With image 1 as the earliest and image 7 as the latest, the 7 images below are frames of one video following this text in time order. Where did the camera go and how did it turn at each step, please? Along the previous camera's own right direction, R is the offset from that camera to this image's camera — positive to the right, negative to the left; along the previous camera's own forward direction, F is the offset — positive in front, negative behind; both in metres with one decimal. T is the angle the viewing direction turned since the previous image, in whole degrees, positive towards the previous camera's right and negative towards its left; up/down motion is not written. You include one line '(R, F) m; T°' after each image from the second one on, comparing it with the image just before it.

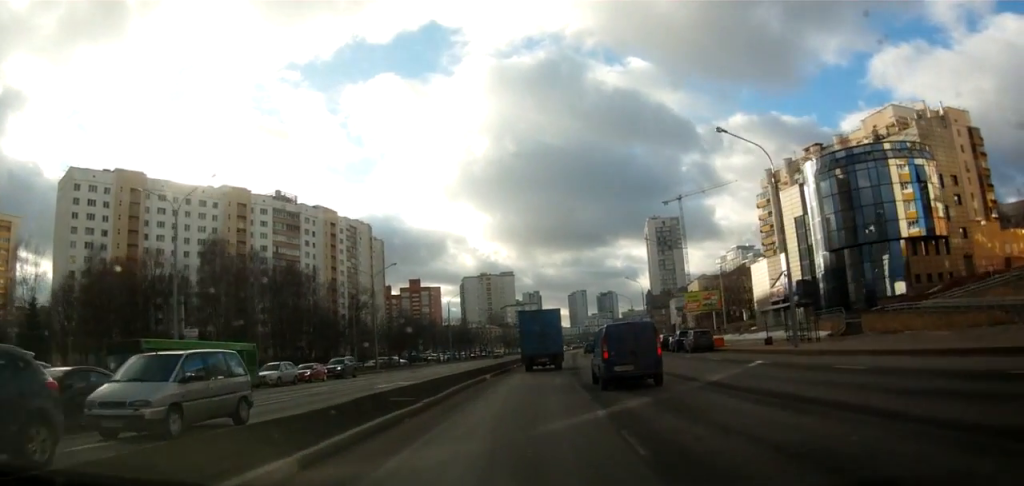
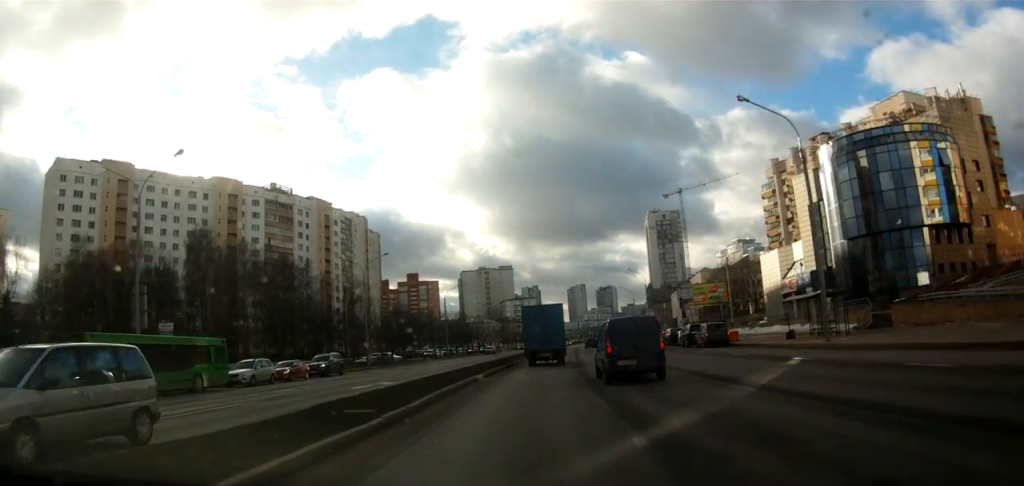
(0.0, +3.9) m; 0°
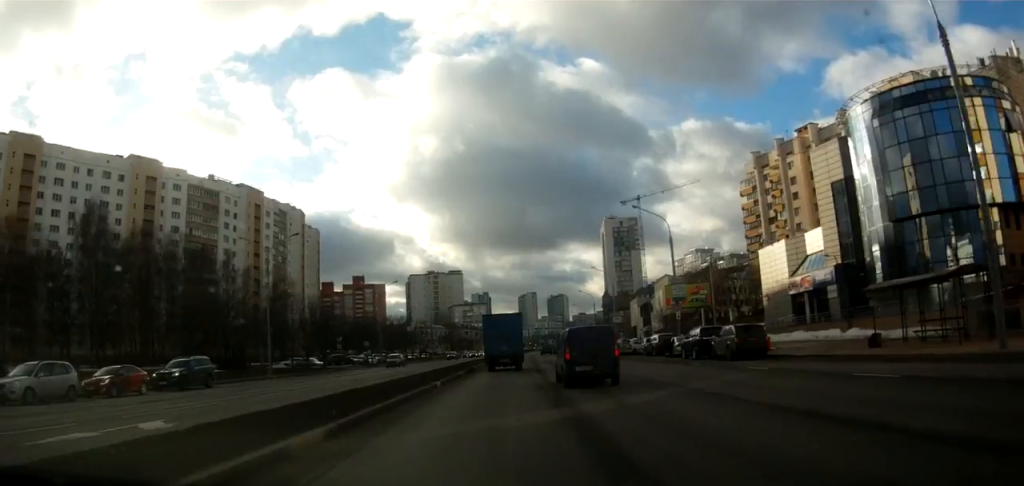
(+0.2, +14.5) m; +2°
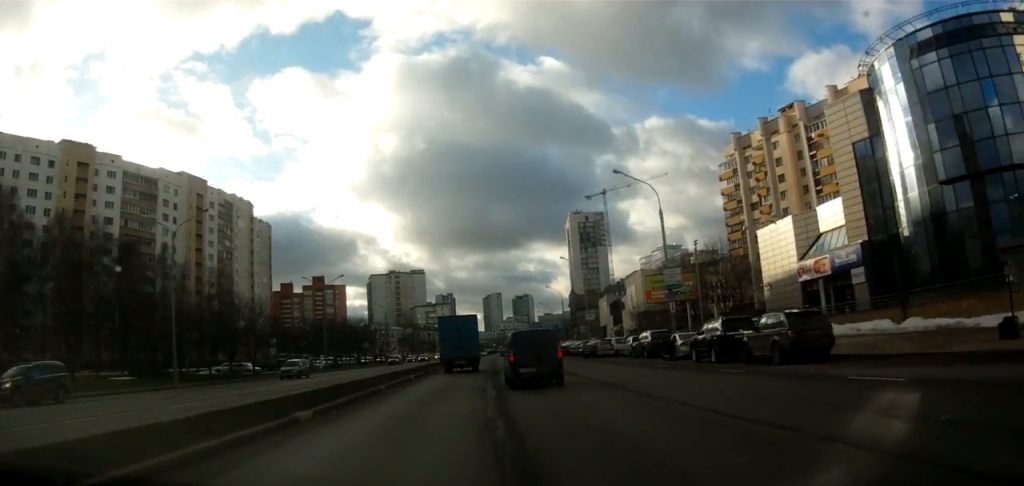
(+0.1, +9.9) m; 0°
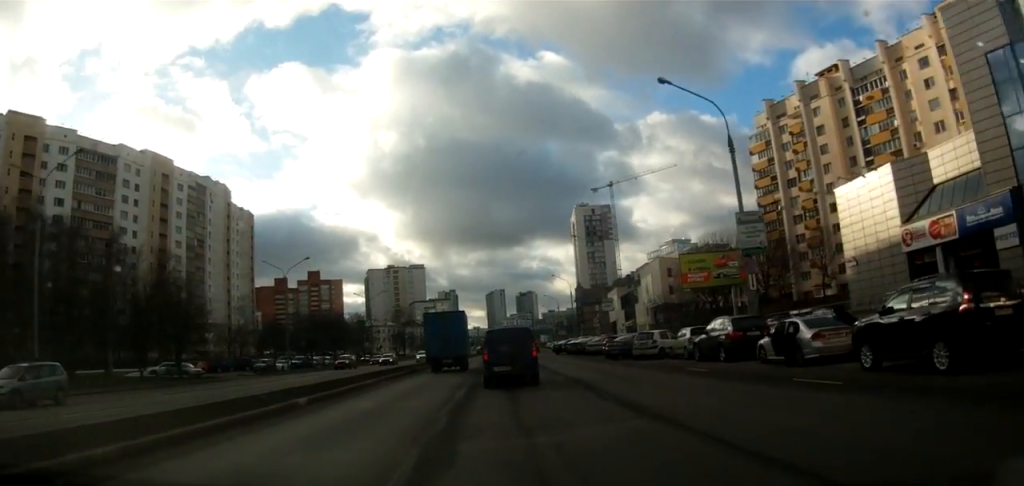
(-0.5, +14.7) m; -5°
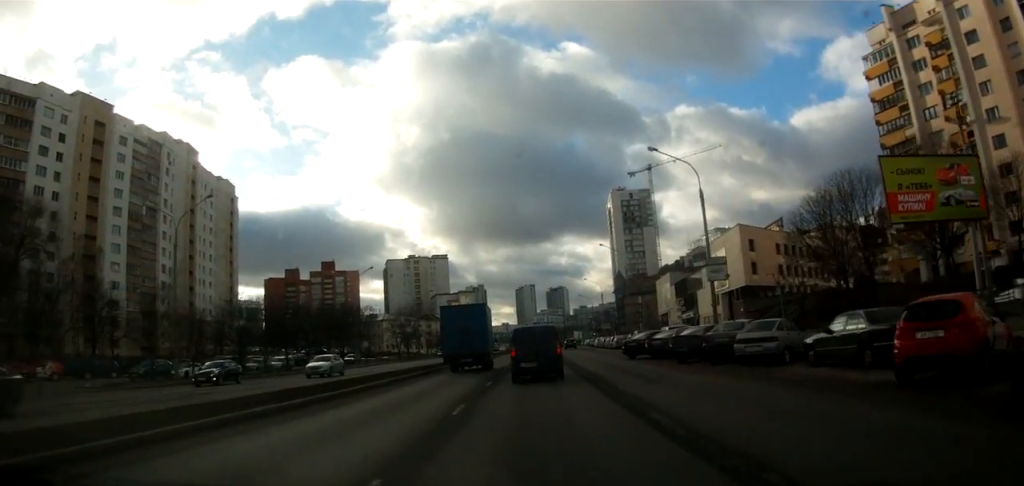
(-0.2, +30.1) m; 0°
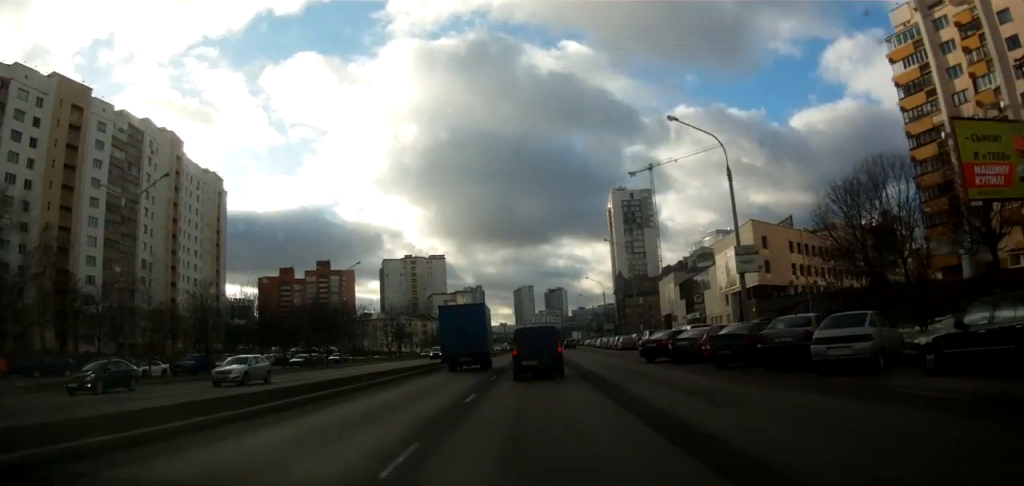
(-0.1, +5.6) m; -1°
